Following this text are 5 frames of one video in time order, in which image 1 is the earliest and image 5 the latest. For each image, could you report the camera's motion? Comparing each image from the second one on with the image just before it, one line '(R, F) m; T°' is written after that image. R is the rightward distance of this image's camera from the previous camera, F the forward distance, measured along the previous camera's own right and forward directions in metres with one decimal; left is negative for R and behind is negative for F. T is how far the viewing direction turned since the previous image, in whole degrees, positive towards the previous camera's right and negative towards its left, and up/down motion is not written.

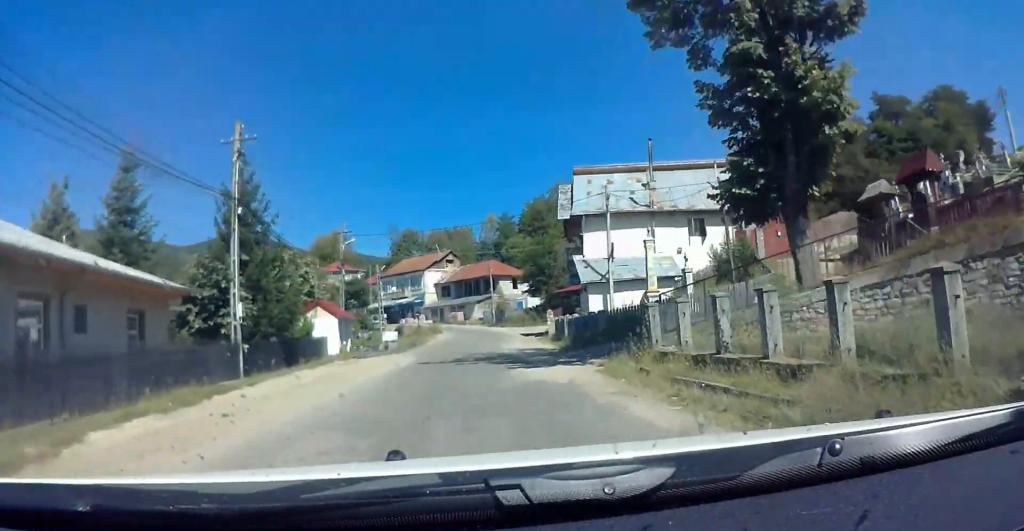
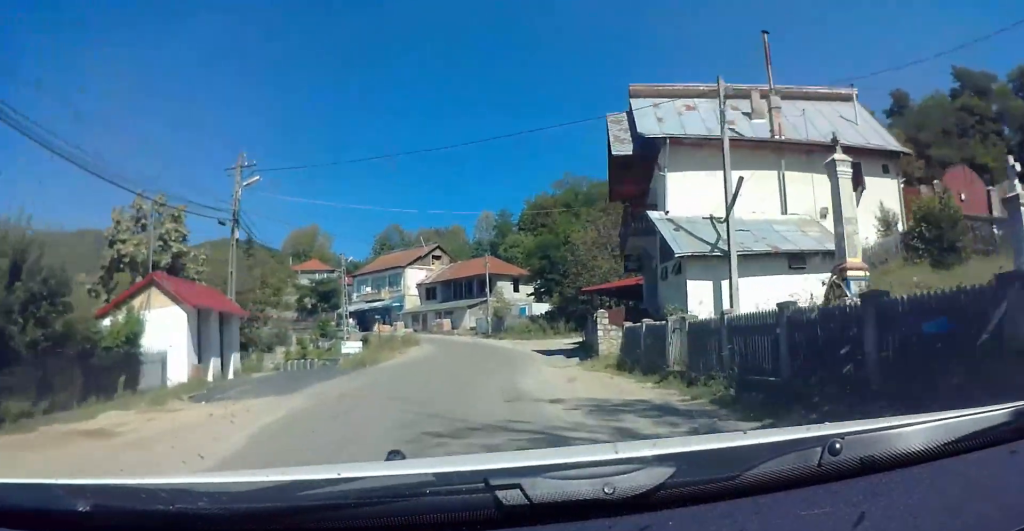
(-0.3, +19.5) m; 0°
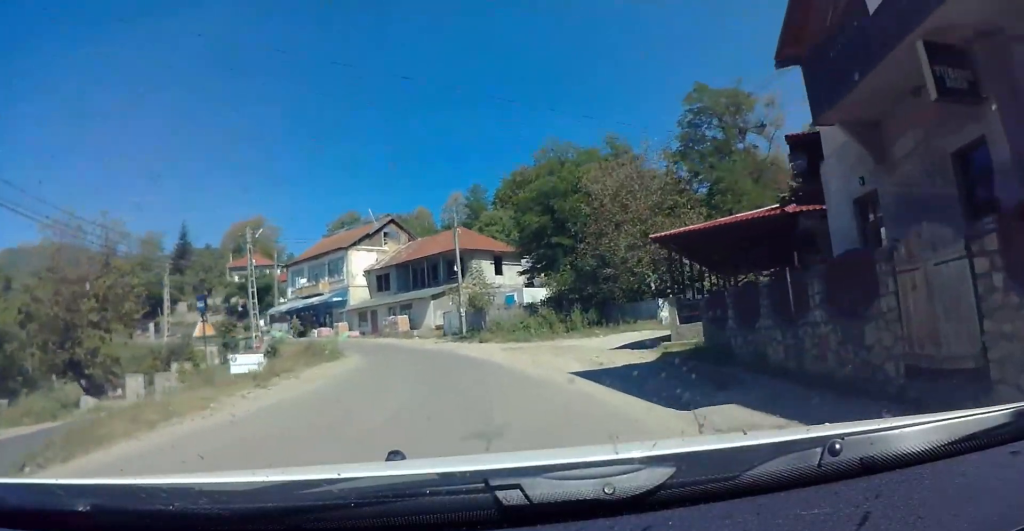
(0.0, +22.9) m; -2°
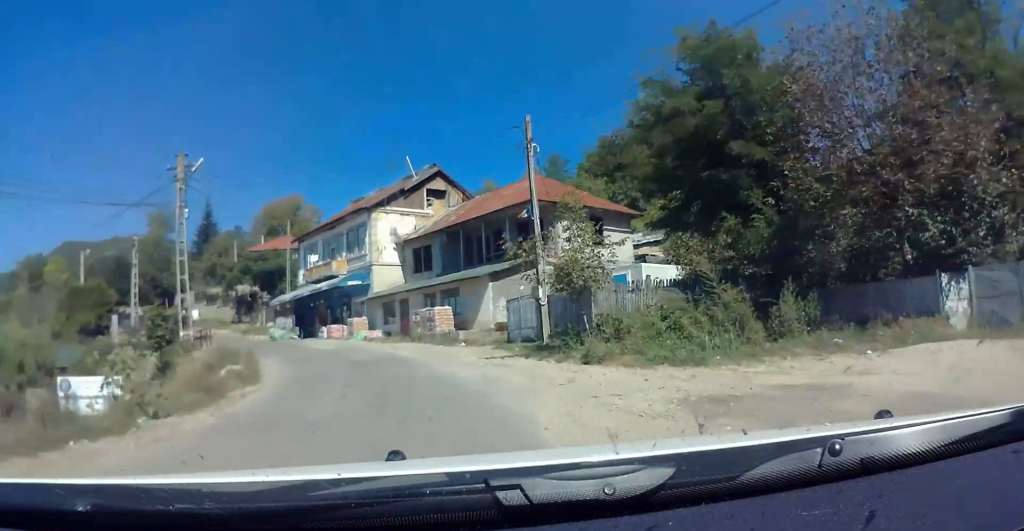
(-0.8, +21.4) m; -4°
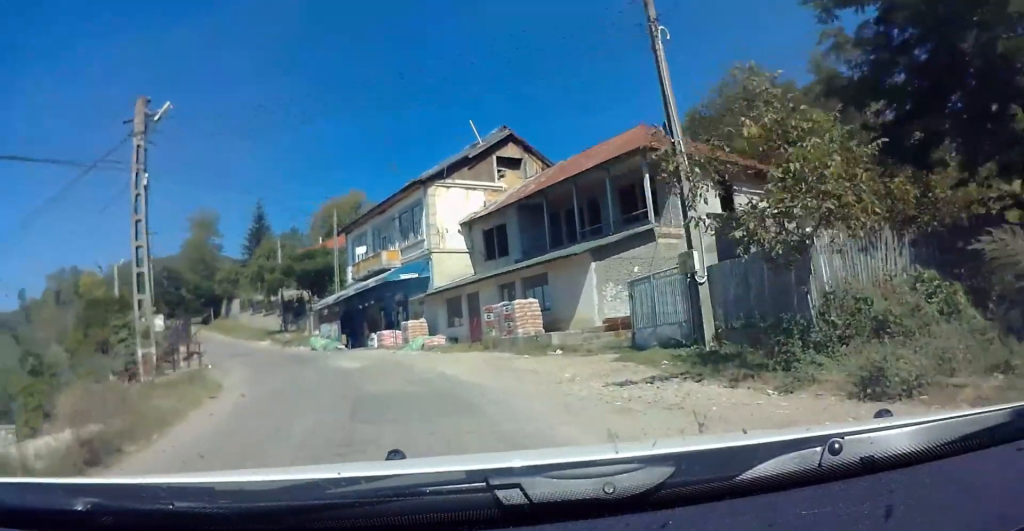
(-0.1, +9.6) m; -1°
